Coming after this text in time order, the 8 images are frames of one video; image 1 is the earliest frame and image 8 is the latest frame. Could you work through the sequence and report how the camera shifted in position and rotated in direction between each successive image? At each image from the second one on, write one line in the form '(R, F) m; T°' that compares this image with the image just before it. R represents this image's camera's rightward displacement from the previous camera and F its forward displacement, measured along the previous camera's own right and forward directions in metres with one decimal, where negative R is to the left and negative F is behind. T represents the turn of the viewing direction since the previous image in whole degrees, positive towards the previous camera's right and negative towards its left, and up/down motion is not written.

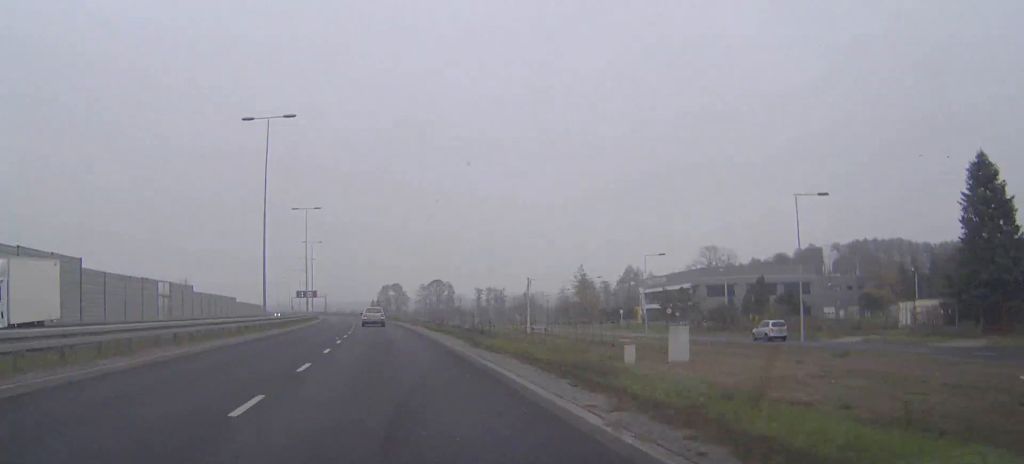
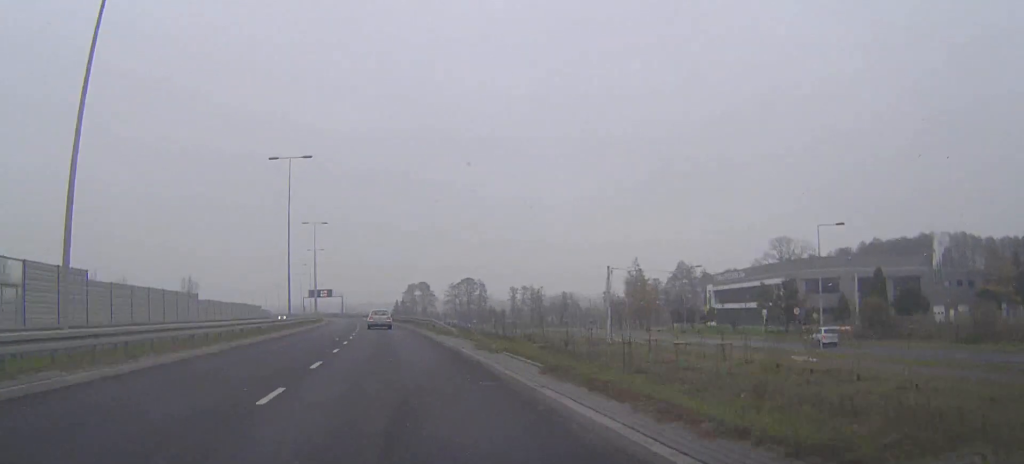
(-0.5, +28.9) m; -2°
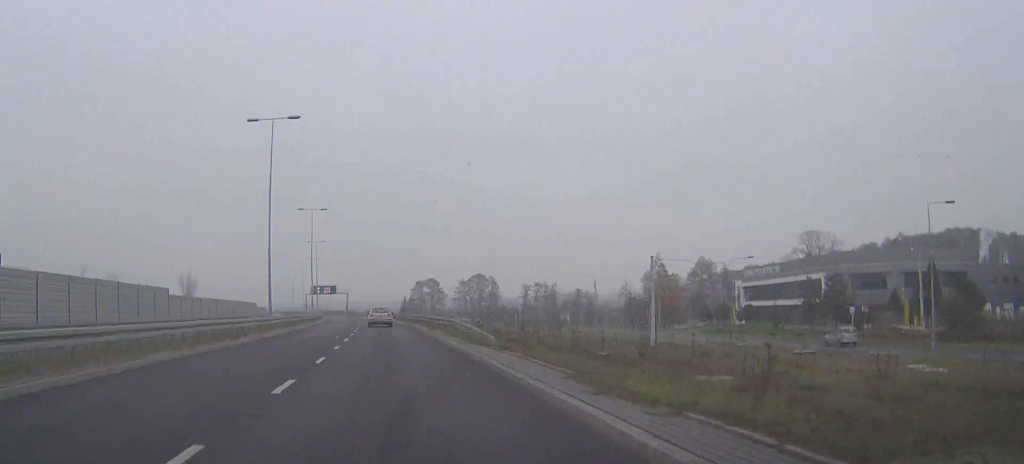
(-0.1, +10.9) m; -1°
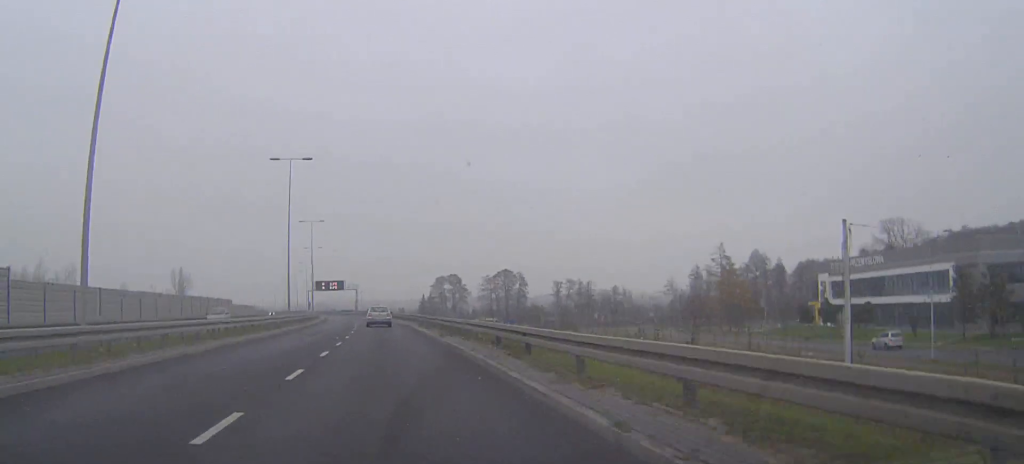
(-0.4, +28.1) m; -1°
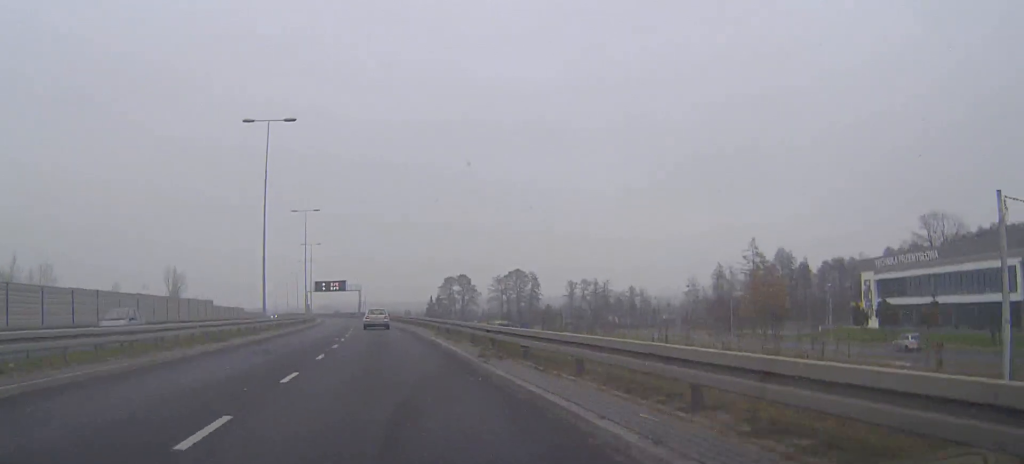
(-0.1, +12.4) m; -1°
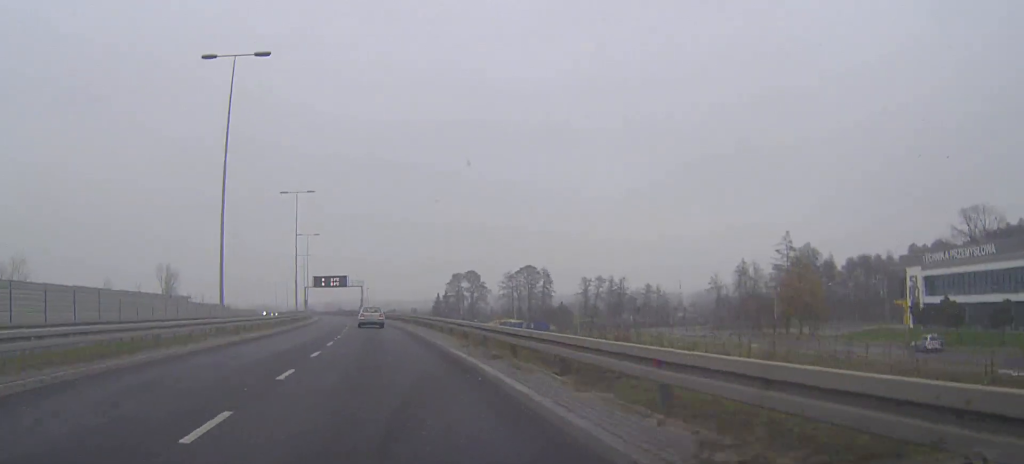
(0.0, +11.6) m; -1°
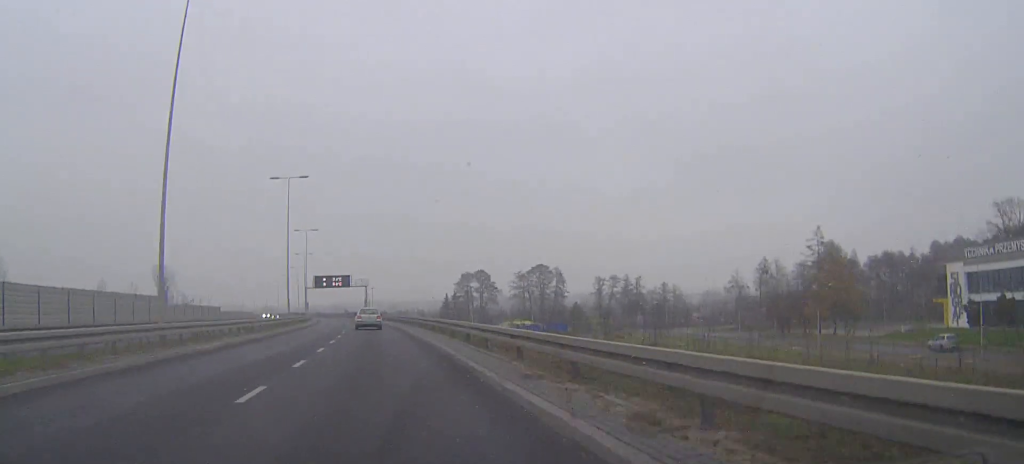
(-0.1, +9.2) m; -1°
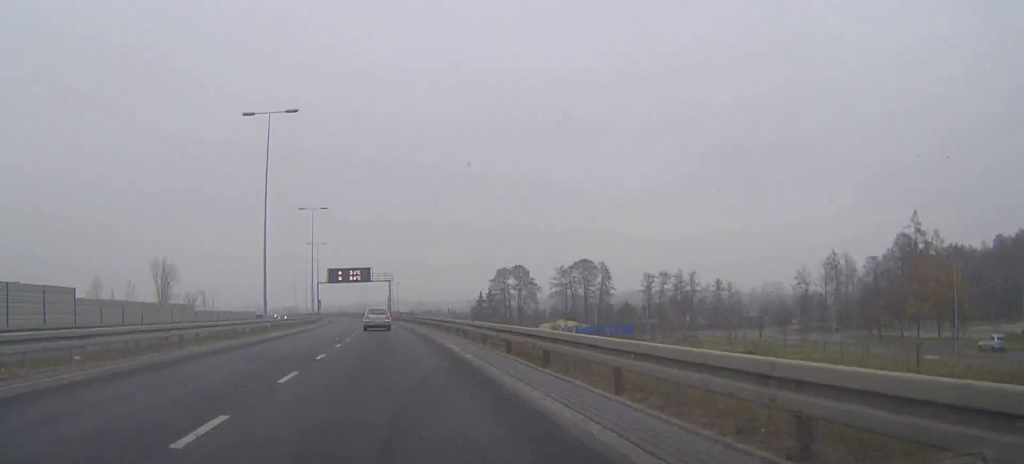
(-0.3, +20.7) m; -2°
